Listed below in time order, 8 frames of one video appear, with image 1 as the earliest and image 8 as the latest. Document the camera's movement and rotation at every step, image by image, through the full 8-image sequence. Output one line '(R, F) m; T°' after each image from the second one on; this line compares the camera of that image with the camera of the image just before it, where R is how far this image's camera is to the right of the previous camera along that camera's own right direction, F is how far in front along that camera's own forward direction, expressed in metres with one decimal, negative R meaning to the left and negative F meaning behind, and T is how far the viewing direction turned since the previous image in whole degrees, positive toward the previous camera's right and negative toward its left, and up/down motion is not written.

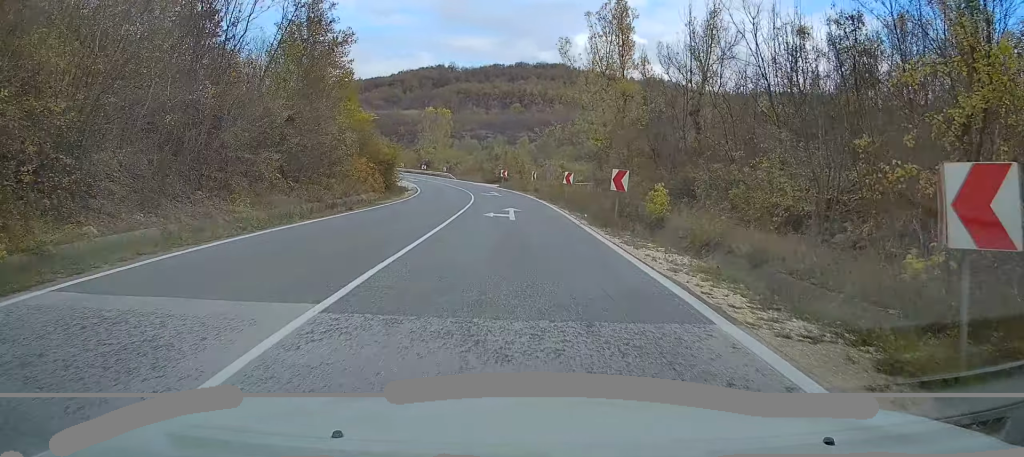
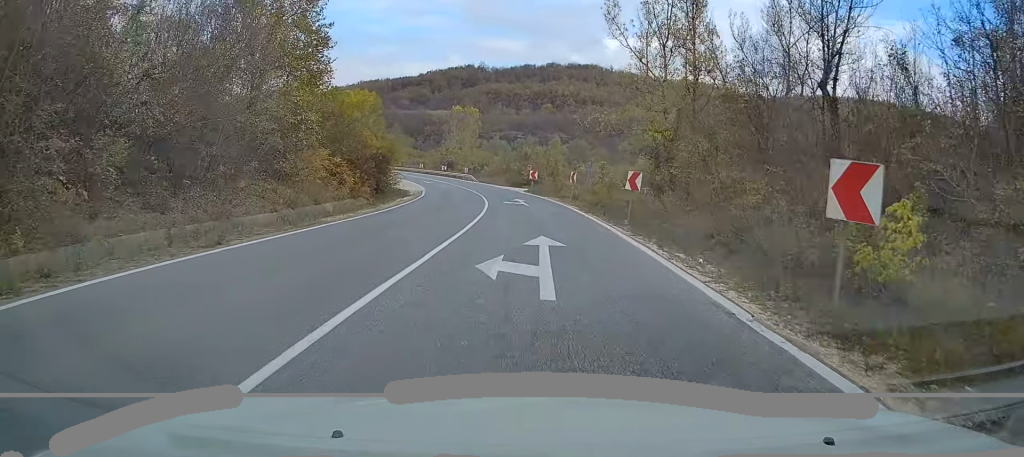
(-0.4, +12.7) m; -3°
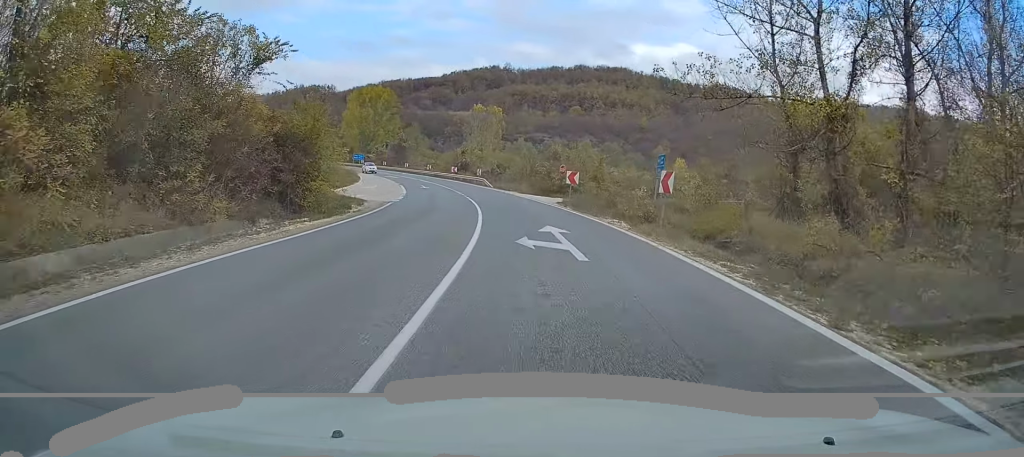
(-0.7, +19.3) m; -4°
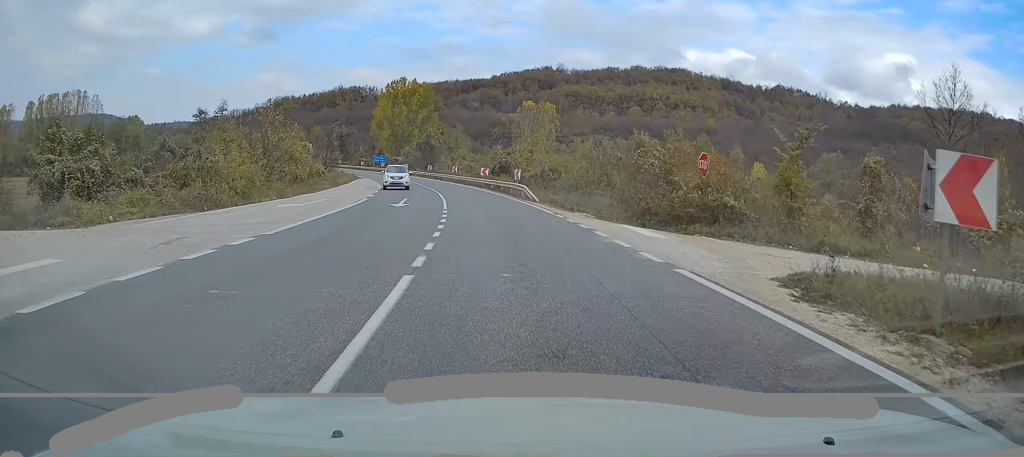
(-1.0, +27.4) m; -3°
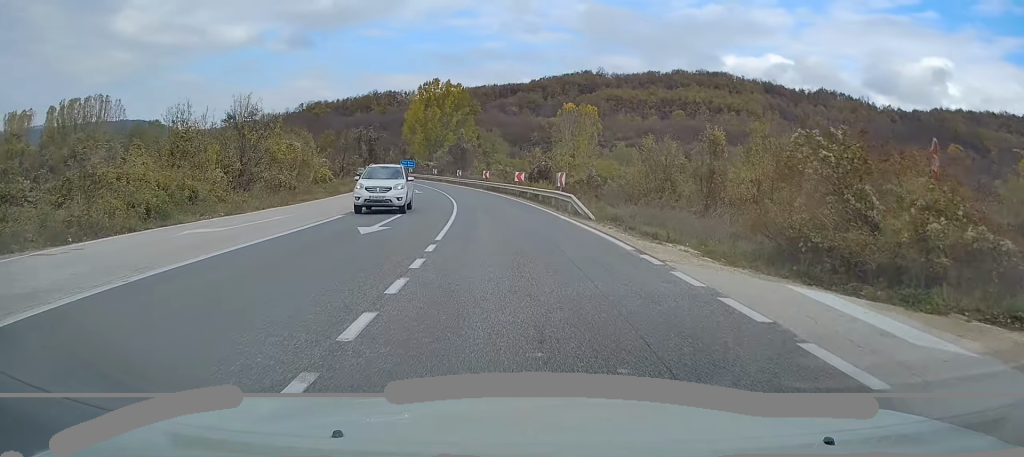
(-0.1, +10.0) m; -2°
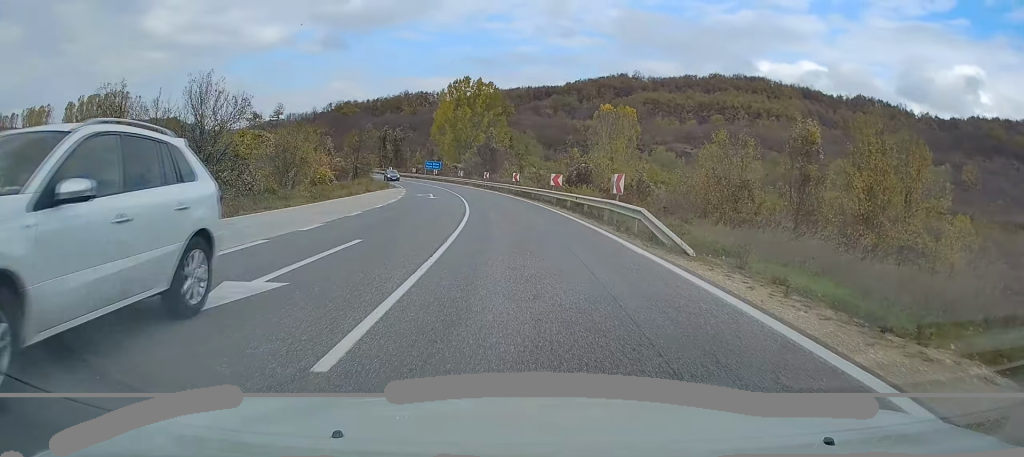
(-0.1, +8.8) m; -2°
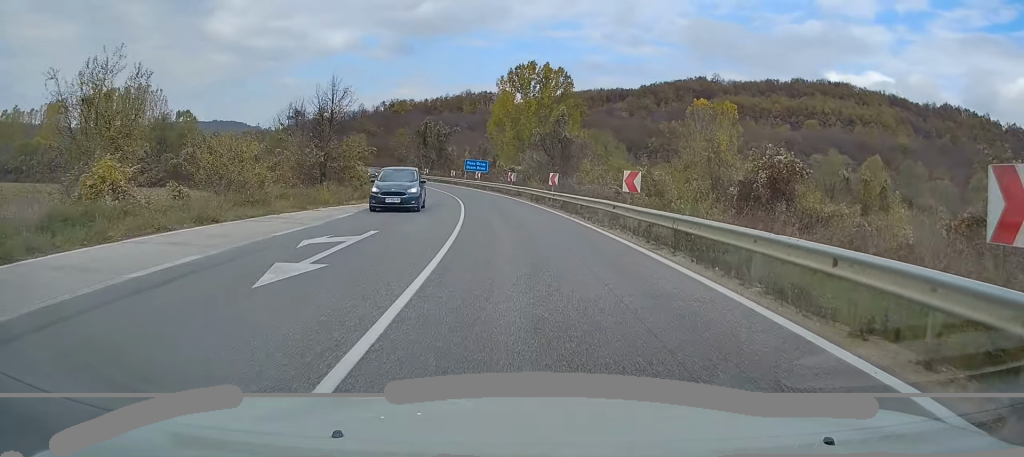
(-2.3, +31.4) m; -8°
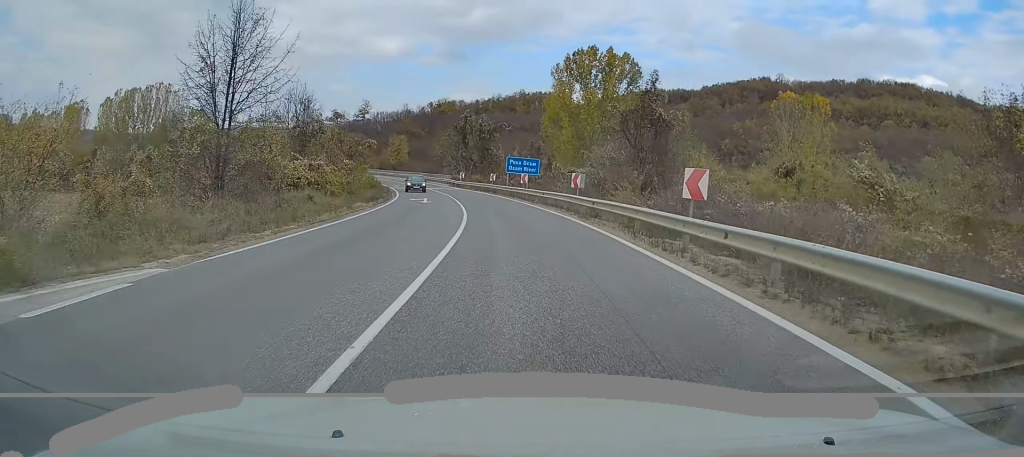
(-0.7, +20.5) m; -5°
